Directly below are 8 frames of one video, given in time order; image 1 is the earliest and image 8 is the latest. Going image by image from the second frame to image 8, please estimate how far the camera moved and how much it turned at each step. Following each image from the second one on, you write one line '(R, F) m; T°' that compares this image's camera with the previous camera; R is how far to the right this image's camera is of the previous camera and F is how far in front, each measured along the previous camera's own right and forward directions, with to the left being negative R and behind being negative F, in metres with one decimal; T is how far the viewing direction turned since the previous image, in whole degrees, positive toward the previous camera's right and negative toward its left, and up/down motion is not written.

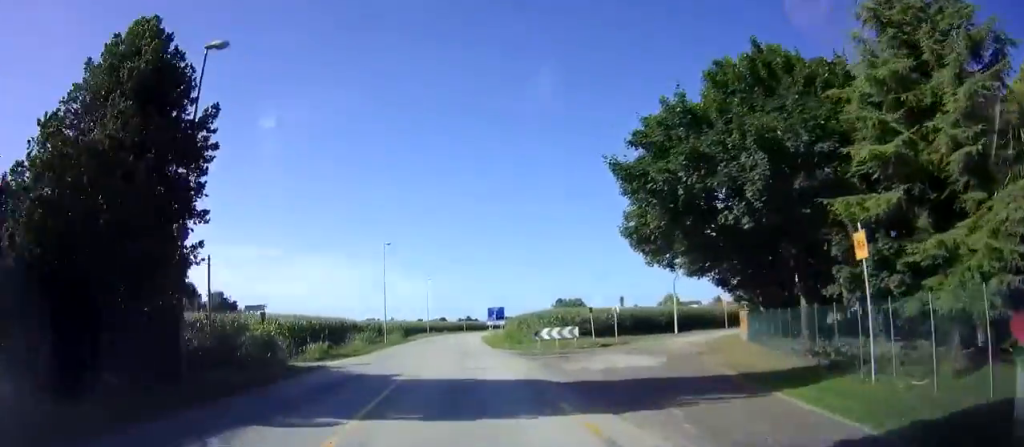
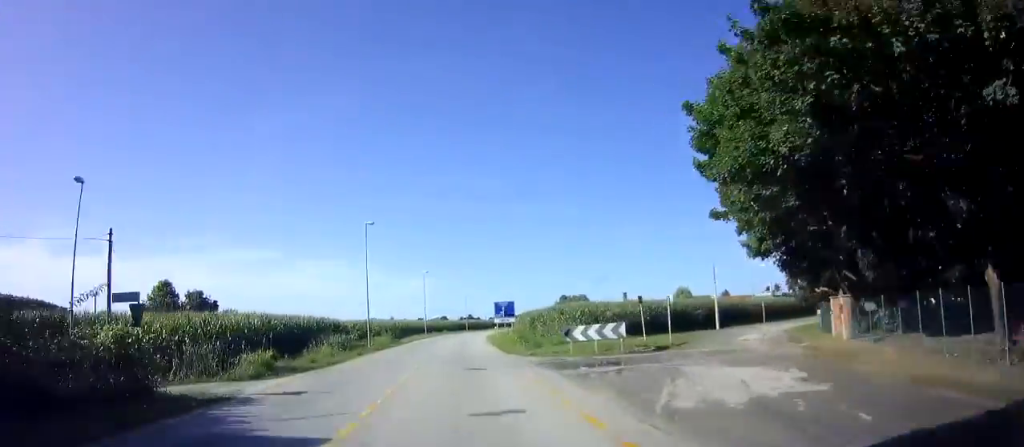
(0.0, +9.8) m; 0°
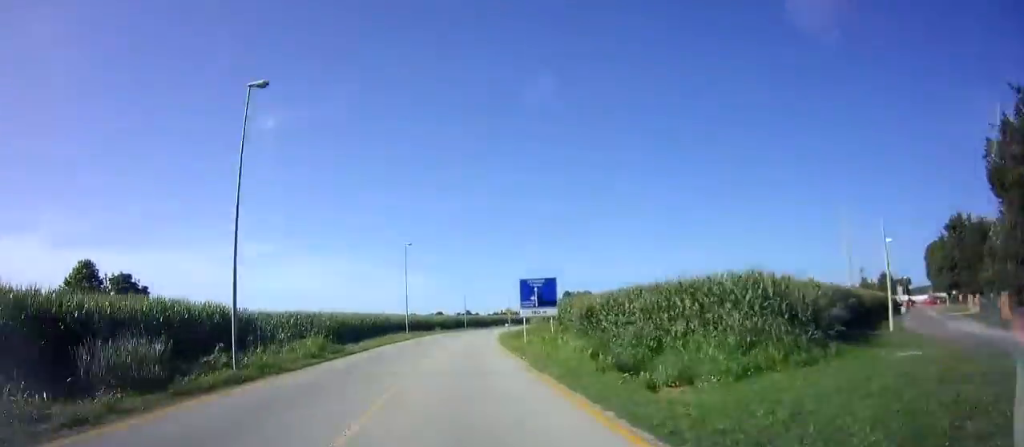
(-0.1, +22.1) m; 0°
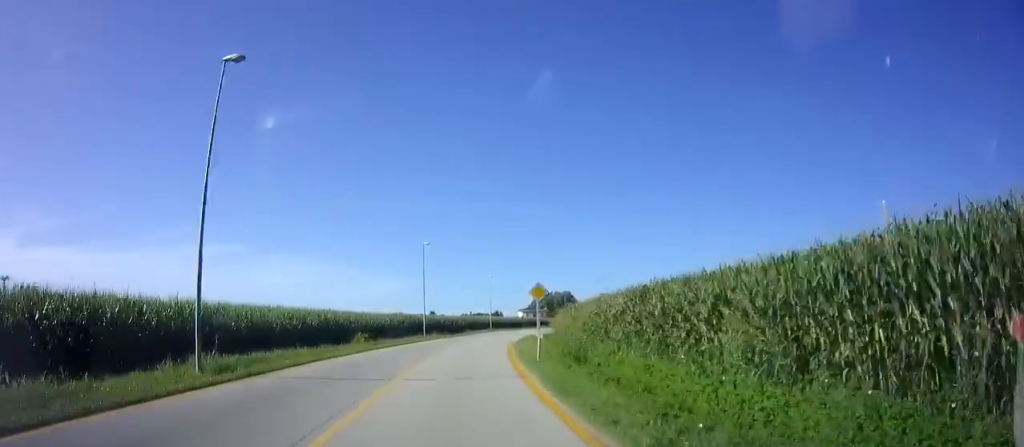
(+0.8, +37.3) m; +4°
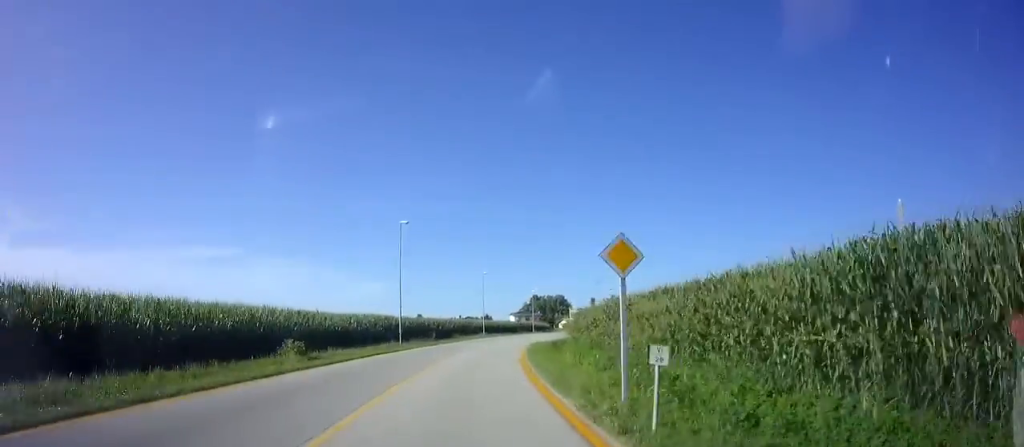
(0.0, +11.5) m; +2°
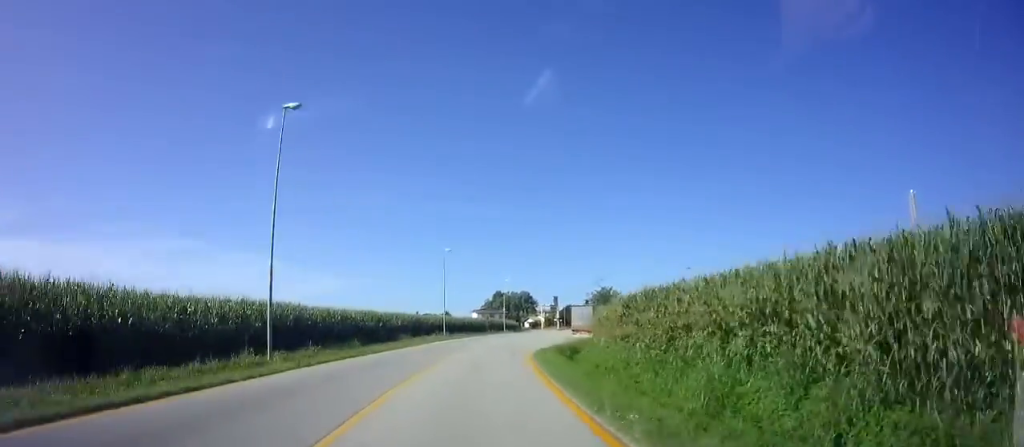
(+0.9, +19.5) m; +4°
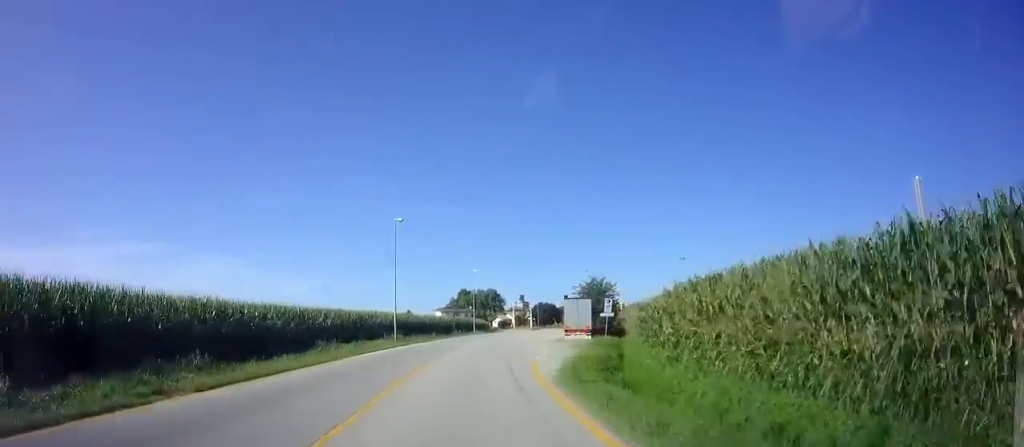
(+0.3, +14.5) m; +3°
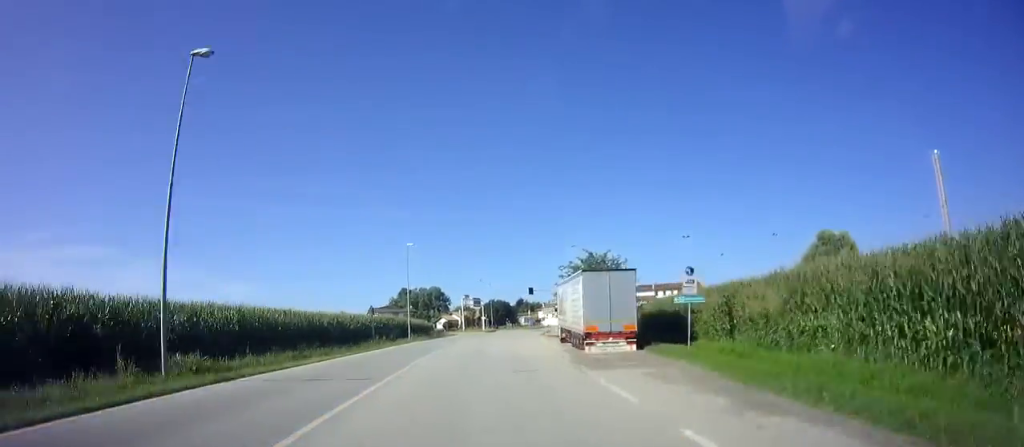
(+1.3, +25.0) m; +5°
